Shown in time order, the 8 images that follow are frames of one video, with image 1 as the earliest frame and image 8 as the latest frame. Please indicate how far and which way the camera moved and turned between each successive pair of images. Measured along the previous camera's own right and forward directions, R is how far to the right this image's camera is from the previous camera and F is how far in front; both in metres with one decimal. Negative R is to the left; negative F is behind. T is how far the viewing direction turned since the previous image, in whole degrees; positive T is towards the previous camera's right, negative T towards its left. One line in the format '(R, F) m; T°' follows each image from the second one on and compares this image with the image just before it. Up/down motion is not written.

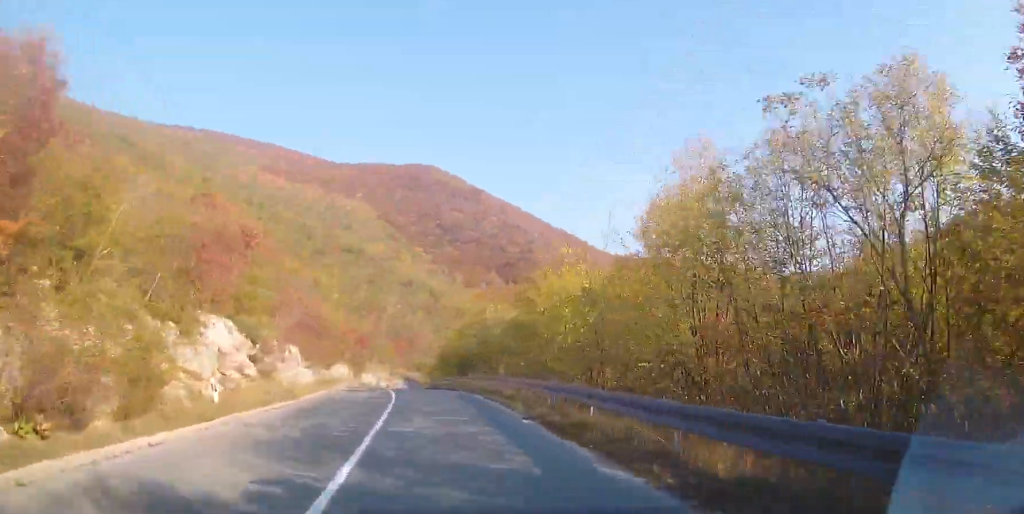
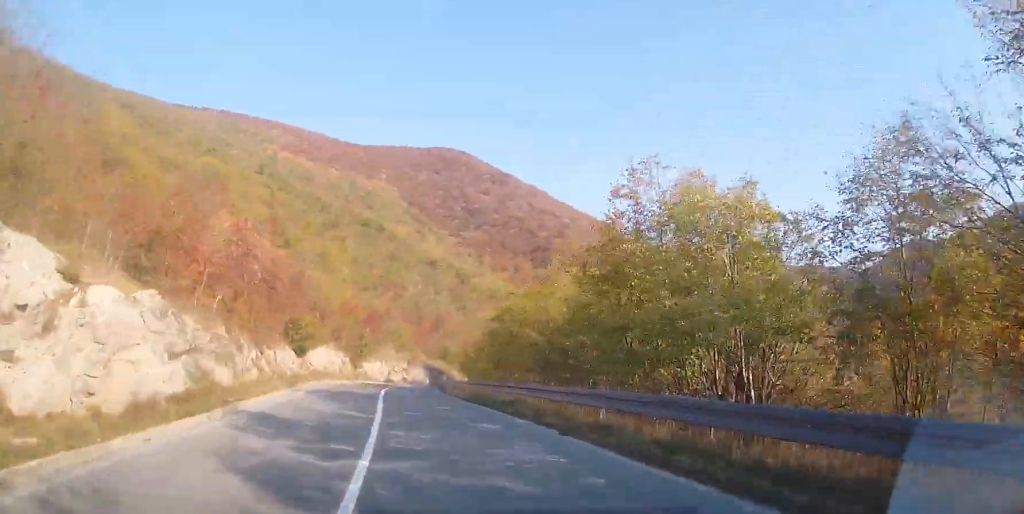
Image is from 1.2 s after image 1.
(-0.7, +23.8) m; -3°
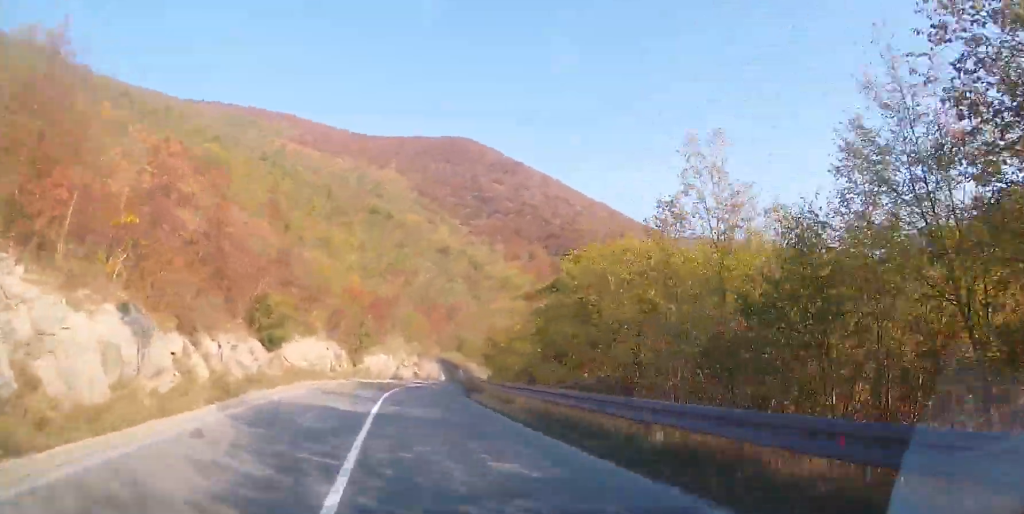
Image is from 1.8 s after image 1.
(-0.1, +11.1) m; 0°
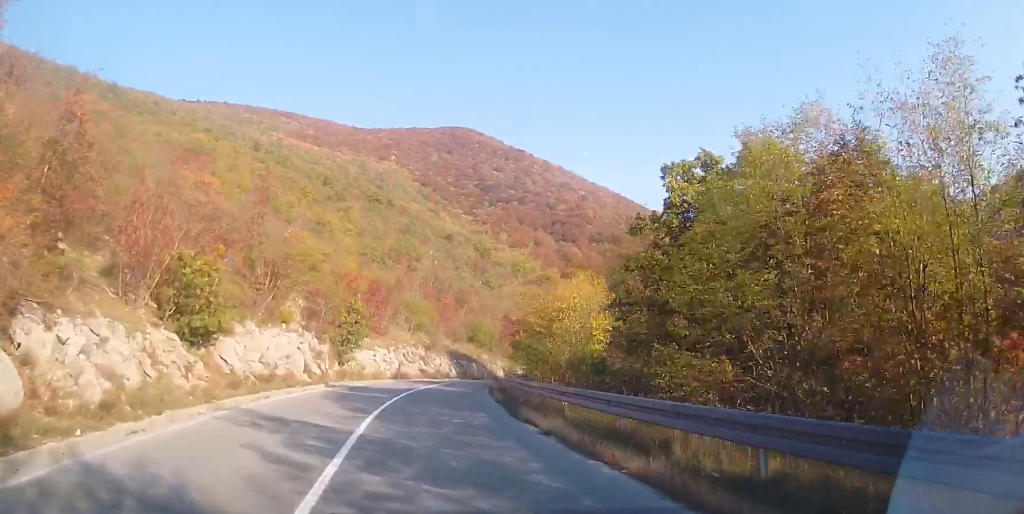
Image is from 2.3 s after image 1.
(-0.1, +11.1) m; +1°
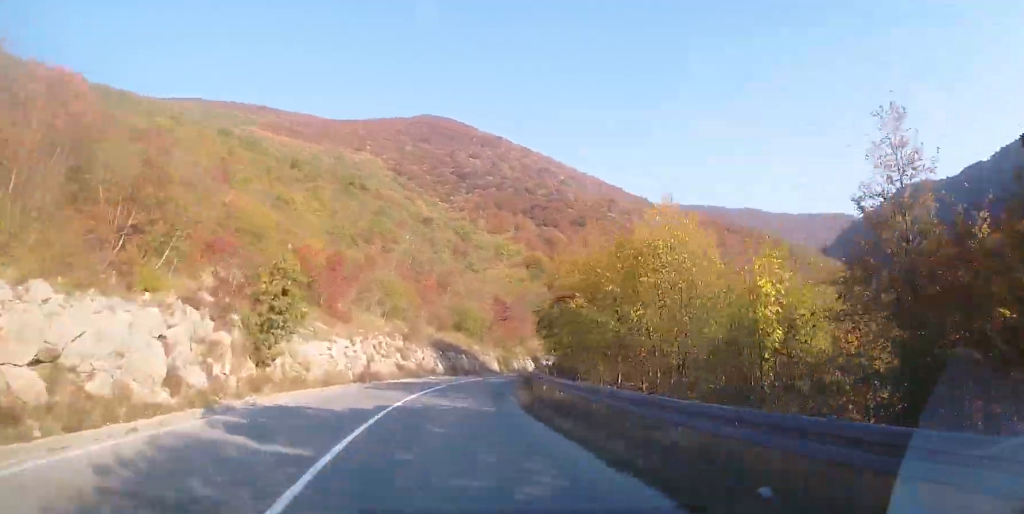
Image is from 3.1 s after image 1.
(+0.2, +14.9) m; +2°
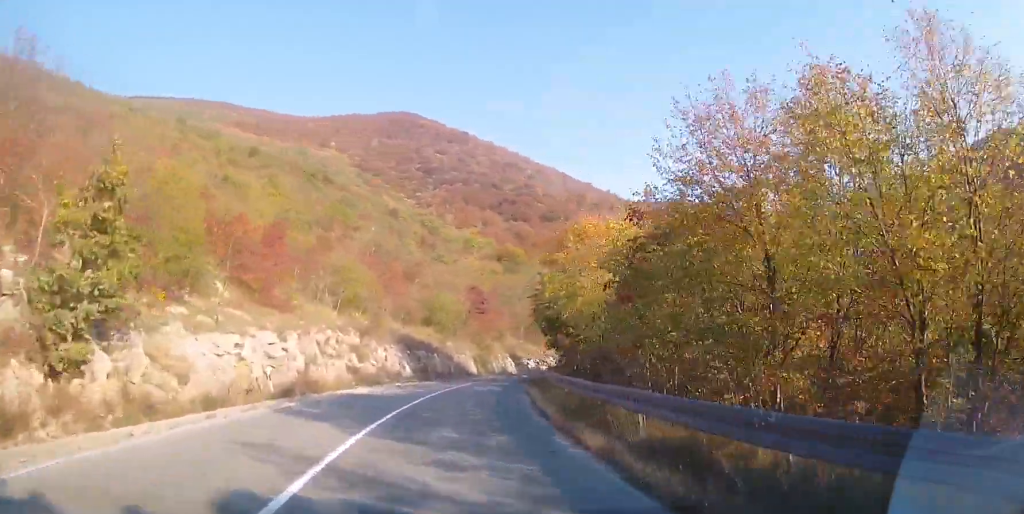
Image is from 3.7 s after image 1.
(+0.2, +11.4) m; +2°
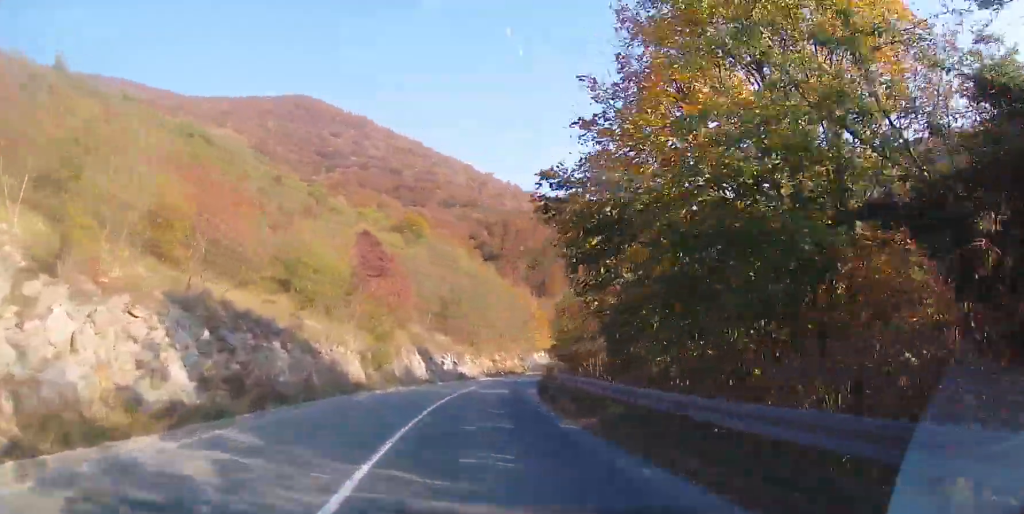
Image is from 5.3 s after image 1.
(+1.5, +28.8) m; +7°
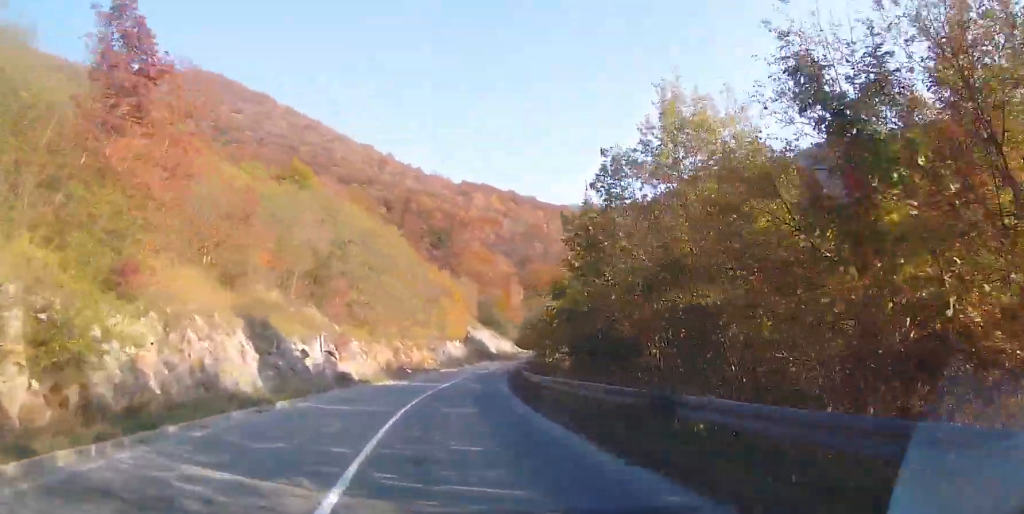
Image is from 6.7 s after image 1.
(+2.5, +25.3) m; +13°
